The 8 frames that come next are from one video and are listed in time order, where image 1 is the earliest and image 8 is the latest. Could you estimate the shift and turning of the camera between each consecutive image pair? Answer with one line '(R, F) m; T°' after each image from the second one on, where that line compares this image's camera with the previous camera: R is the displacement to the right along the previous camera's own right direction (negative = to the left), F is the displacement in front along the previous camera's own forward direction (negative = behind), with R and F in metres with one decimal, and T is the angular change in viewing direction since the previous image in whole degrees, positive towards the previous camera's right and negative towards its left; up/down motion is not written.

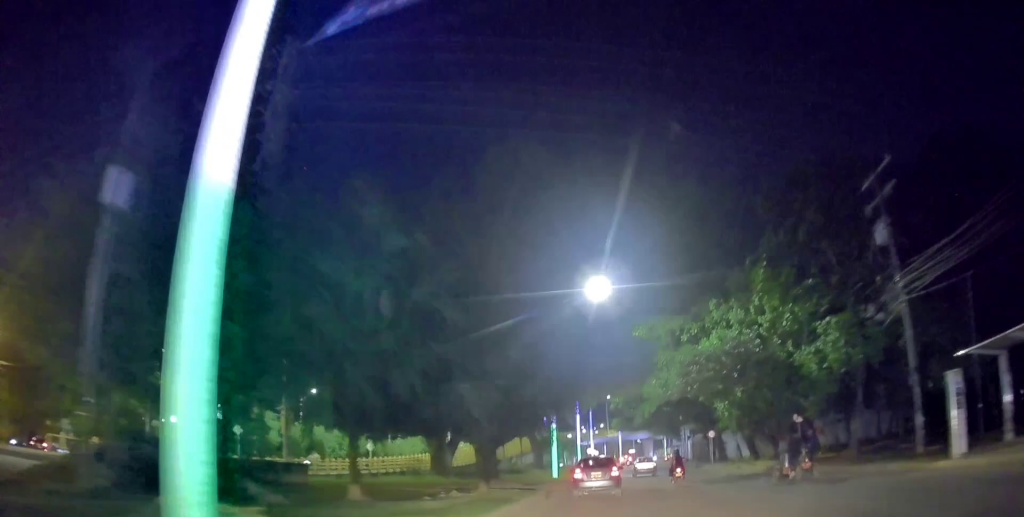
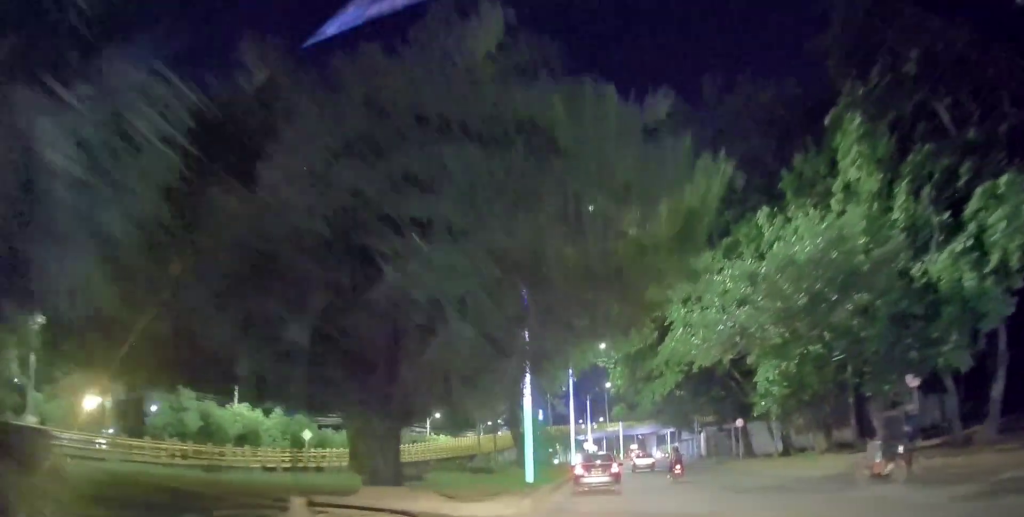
(+0.3, +11.7) m; -2°
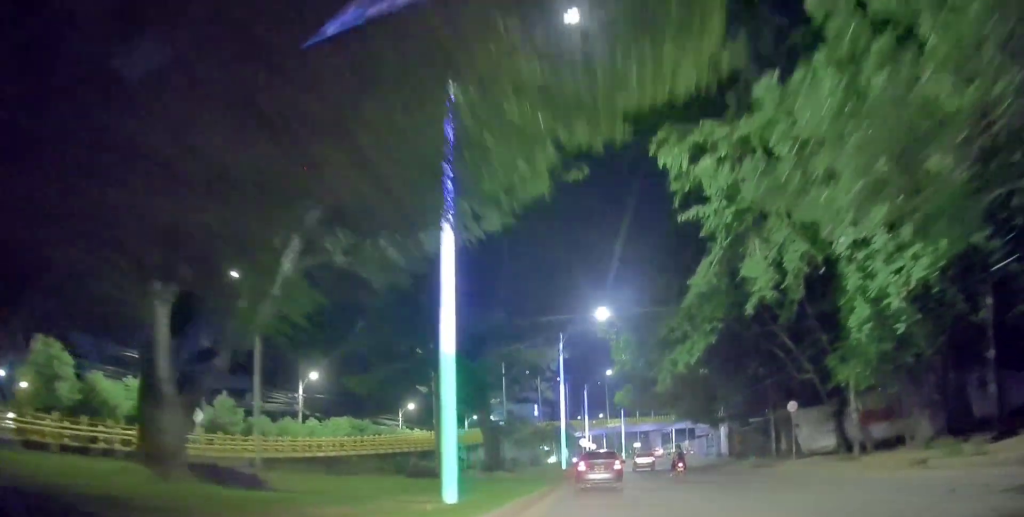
(-0.9, +12.3) m; -5°
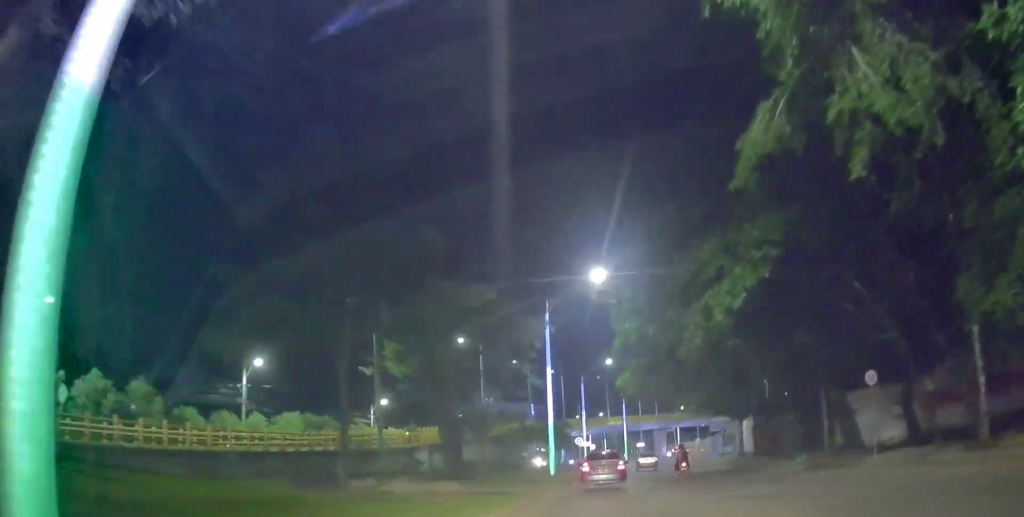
(0.0, +9.0) m; +1°
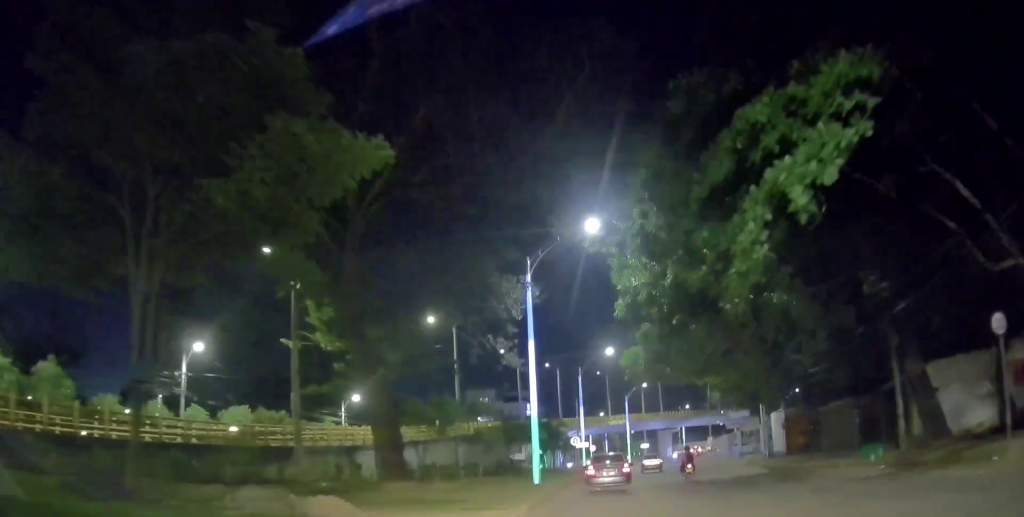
(+0.3, +7.7) m; +2°
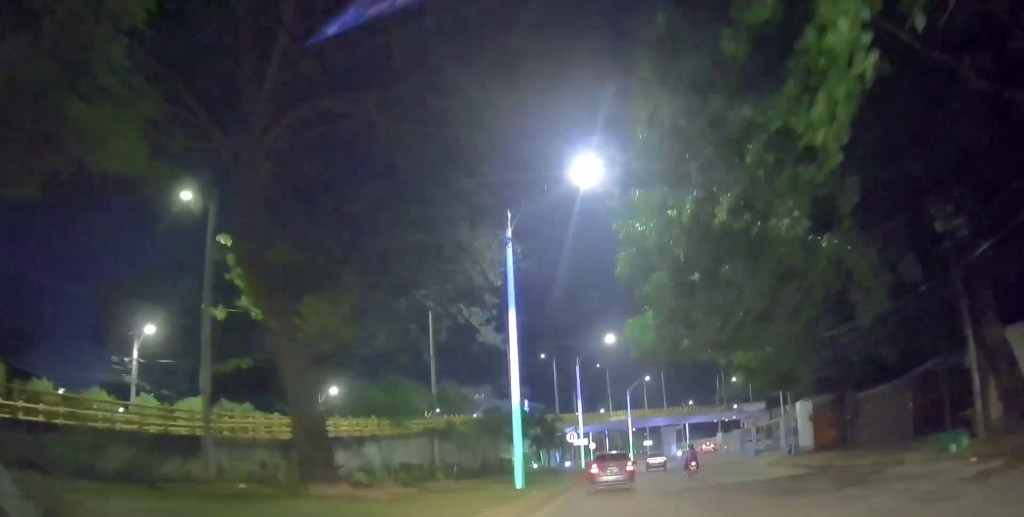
(-0.1, +5.0) m; 0°
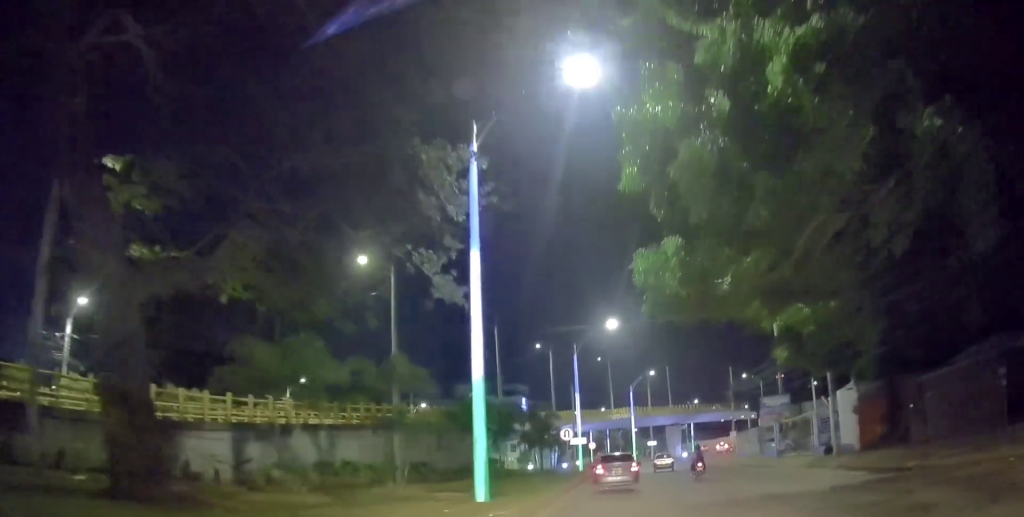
(0.0, +6.0) m; +1°
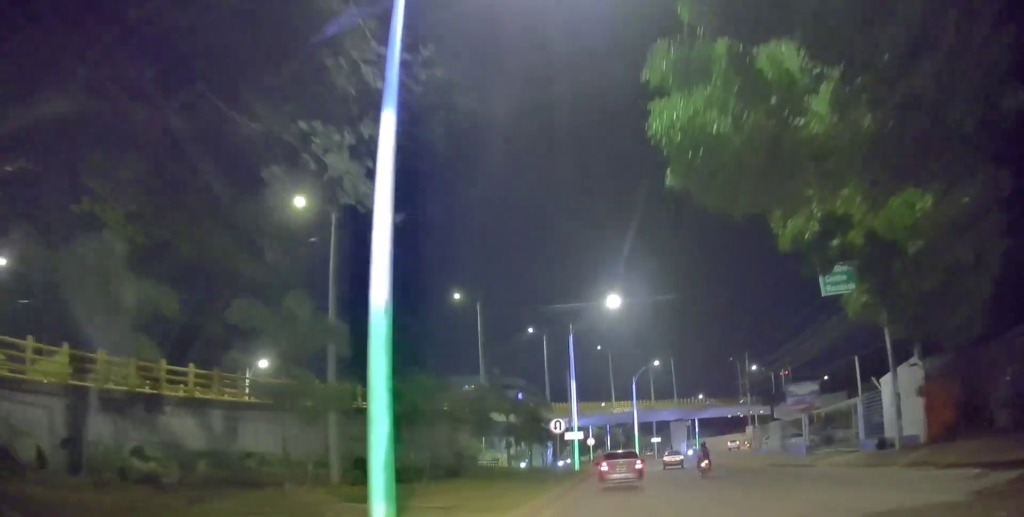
(0.0, +6.1) m; +1°
